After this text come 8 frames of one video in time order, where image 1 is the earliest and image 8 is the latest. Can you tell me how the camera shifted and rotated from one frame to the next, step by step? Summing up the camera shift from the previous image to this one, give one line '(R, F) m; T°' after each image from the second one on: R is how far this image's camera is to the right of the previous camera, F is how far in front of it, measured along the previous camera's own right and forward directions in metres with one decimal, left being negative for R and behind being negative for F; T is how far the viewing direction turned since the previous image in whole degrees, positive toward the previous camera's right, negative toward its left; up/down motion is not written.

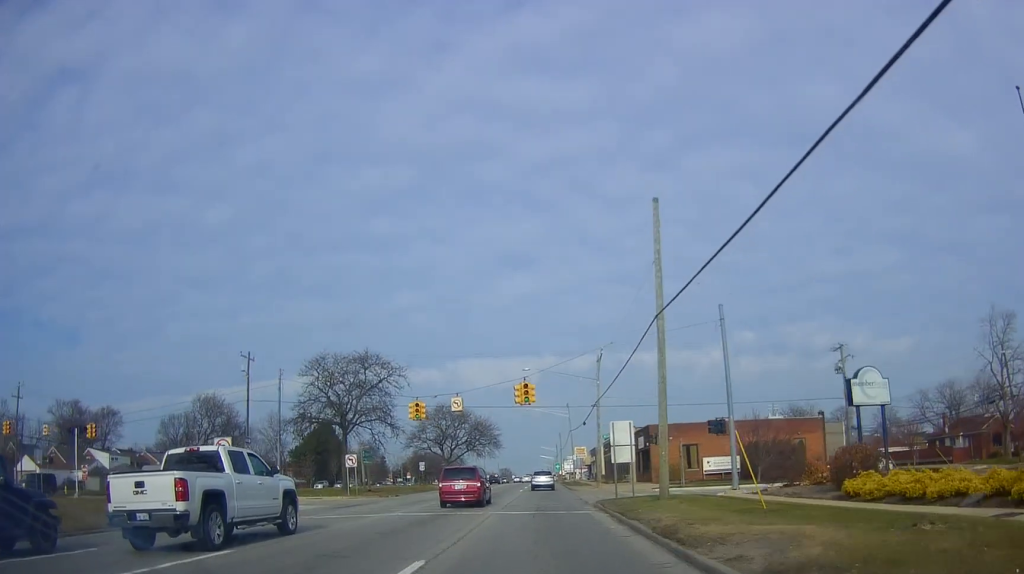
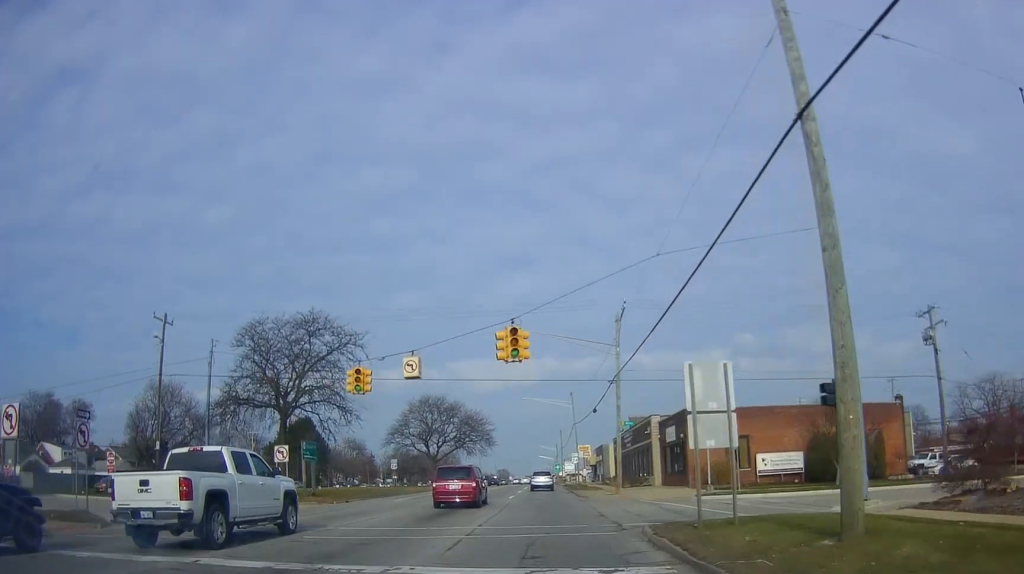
(-0.1, +13.8) m; 0°
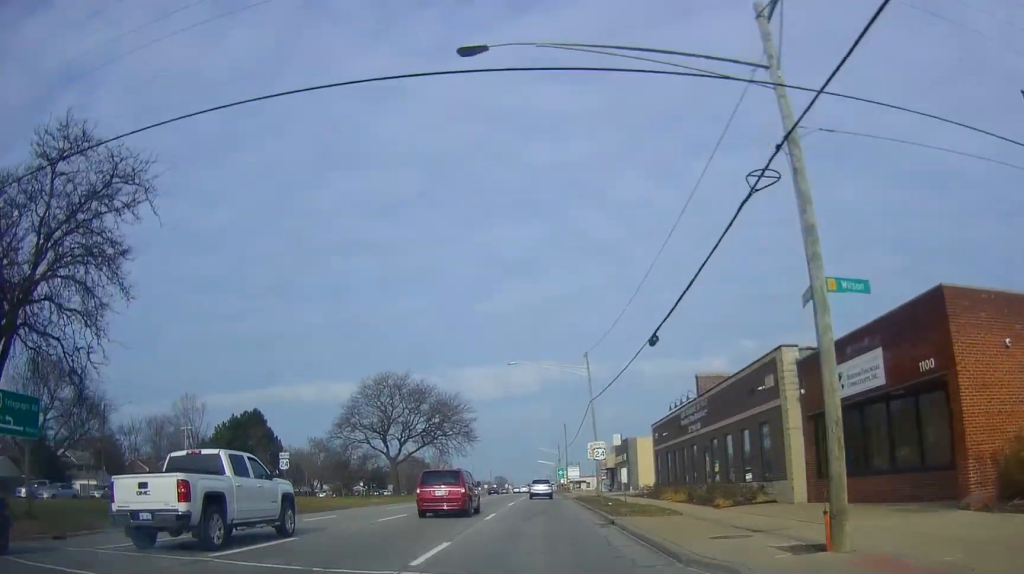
(+0.2, +27.1) m; -1°
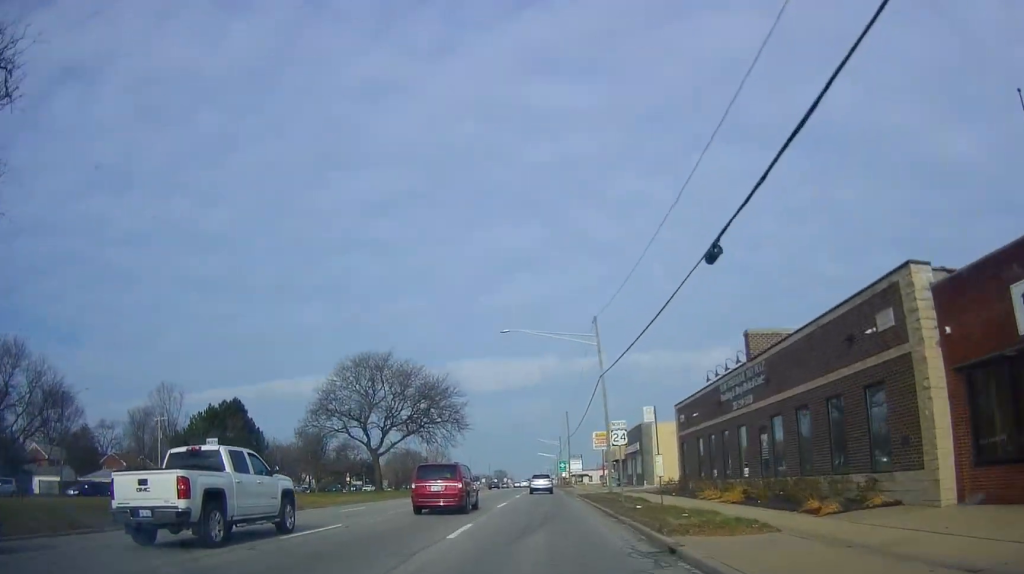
(-0.2, +8.6) m; 0°
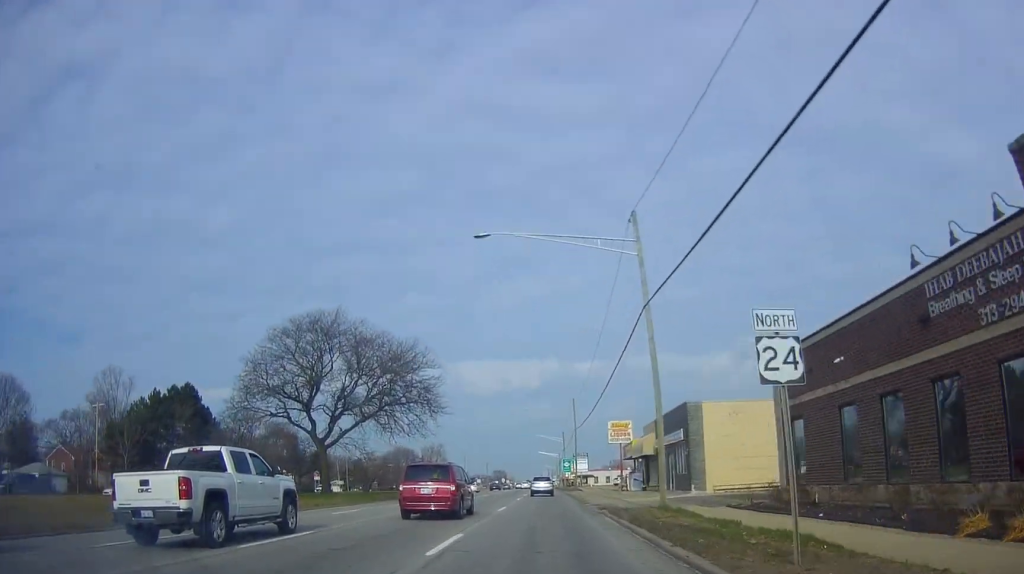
(-0.3, +17.3) m; 0°
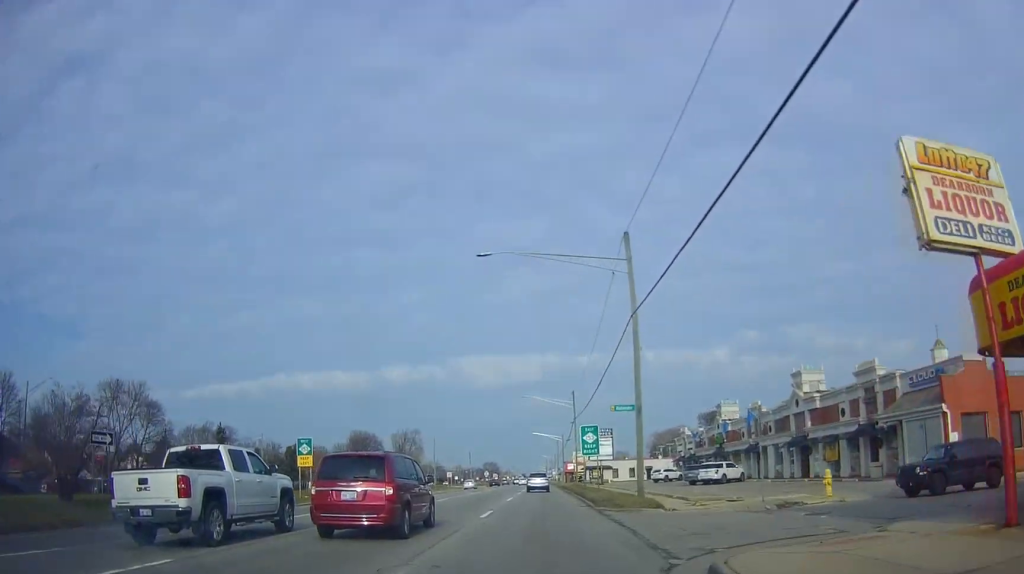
(+1.0, +52.8) m; 0°
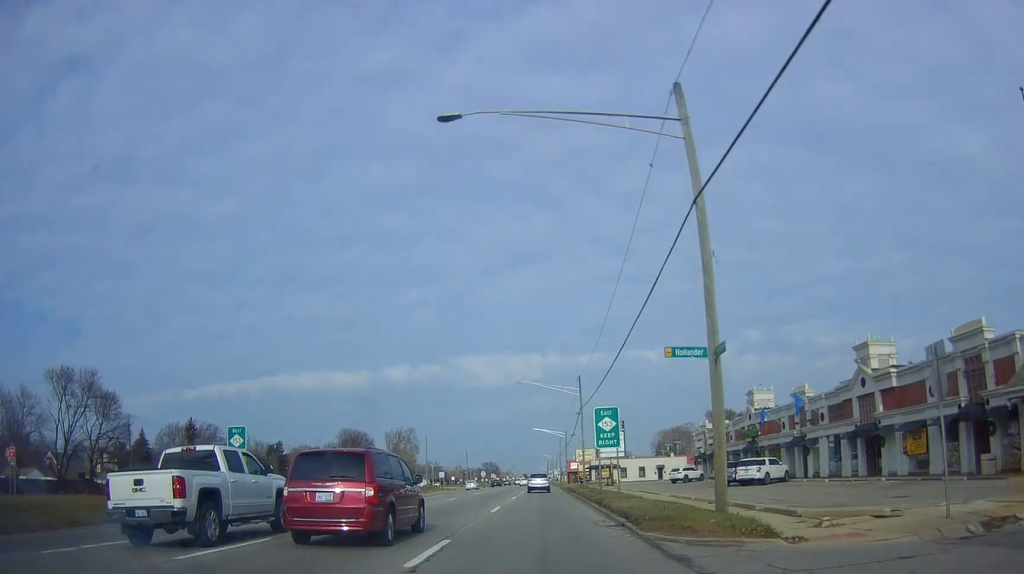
(-0.3, +11.1) m; 0°
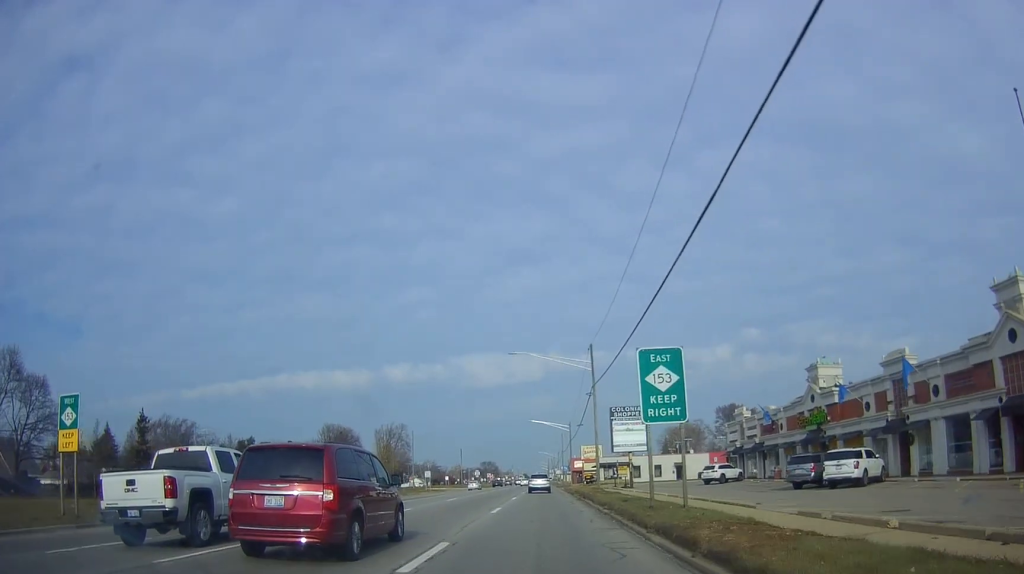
(-0.2, +15.0) m; 0°
